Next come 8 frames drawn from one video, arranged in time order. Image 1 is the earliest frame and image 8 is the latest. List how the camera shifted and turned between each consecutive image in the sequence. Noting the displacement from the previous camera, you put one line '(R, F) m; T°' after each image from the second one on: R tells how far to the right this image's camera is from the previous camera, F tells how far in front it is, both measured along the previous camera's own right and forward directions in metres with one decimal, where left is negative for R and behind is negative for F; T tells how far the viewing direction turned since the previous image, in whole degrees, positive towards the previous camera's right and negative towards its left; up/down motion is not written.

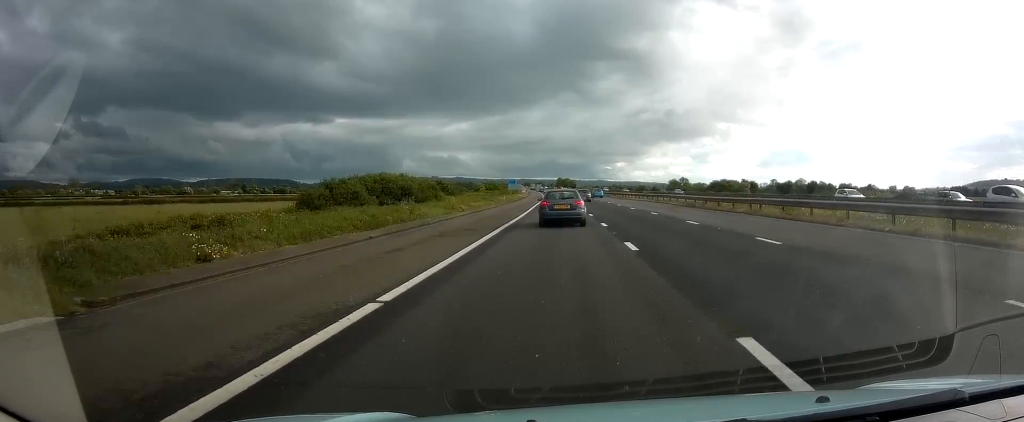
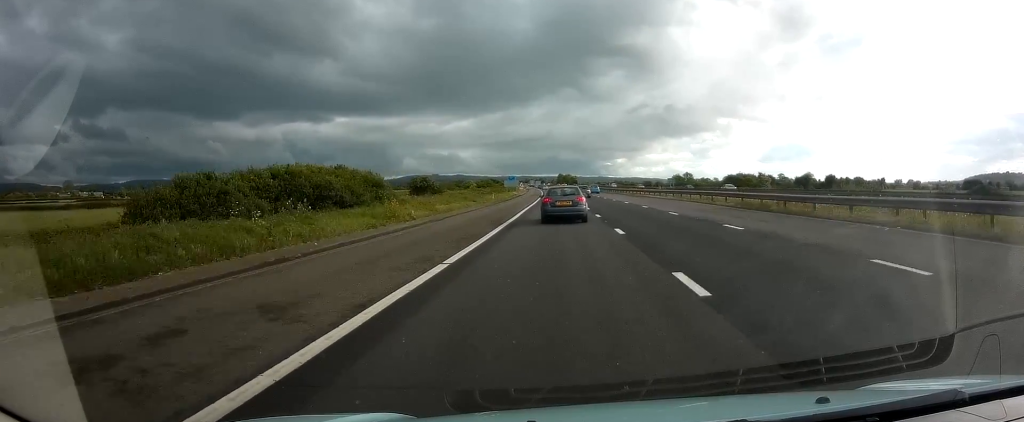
(+0.1, +14.2) m; 0°
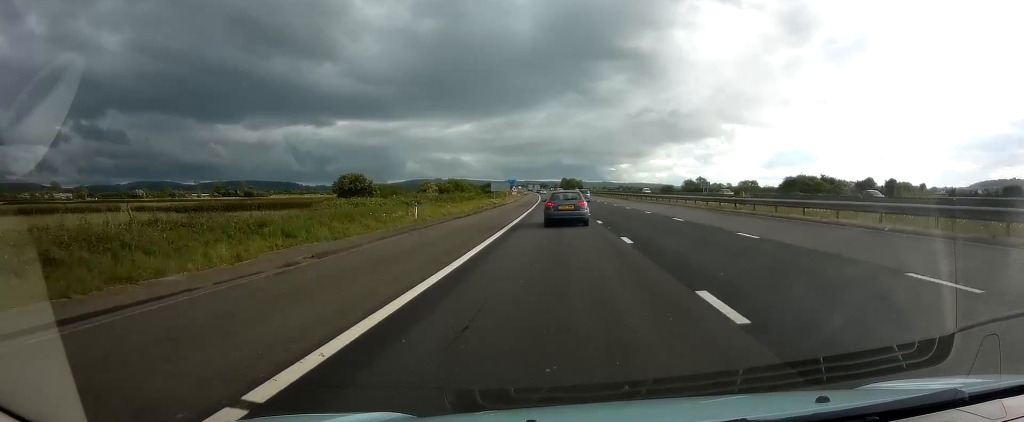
(-0.2, +36.7) m; -1°
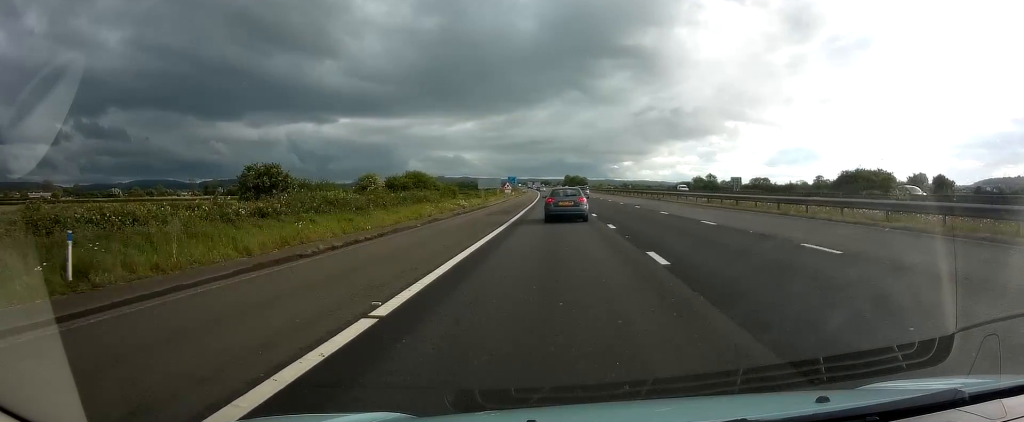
(0.0, +22.6) m; 0°
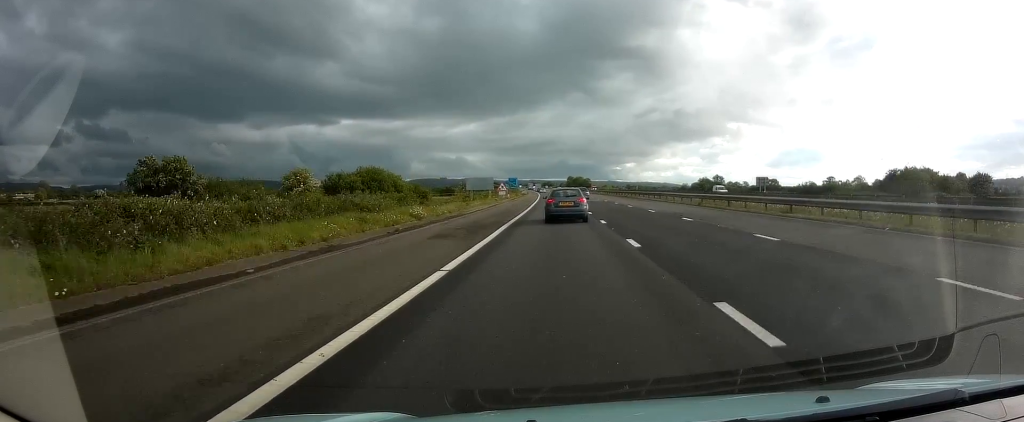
(-0.1, +14.1) m; 0°
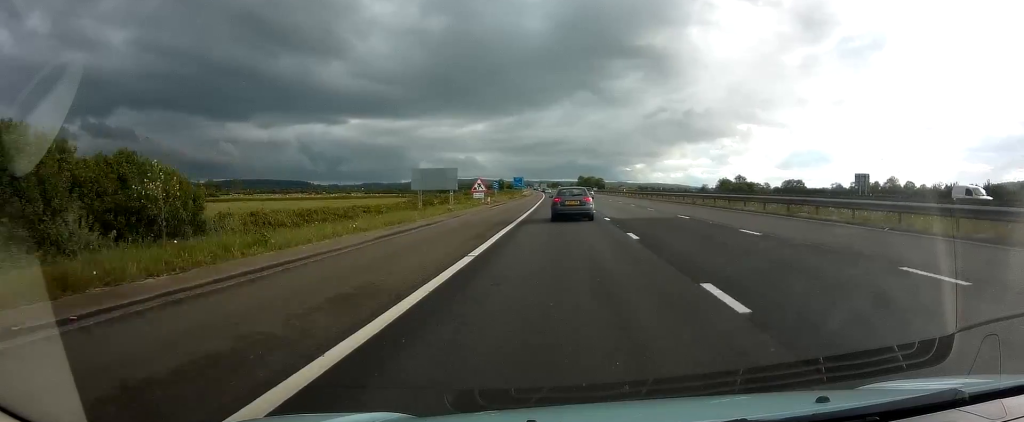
(-0.2, +33.8) m; -1°
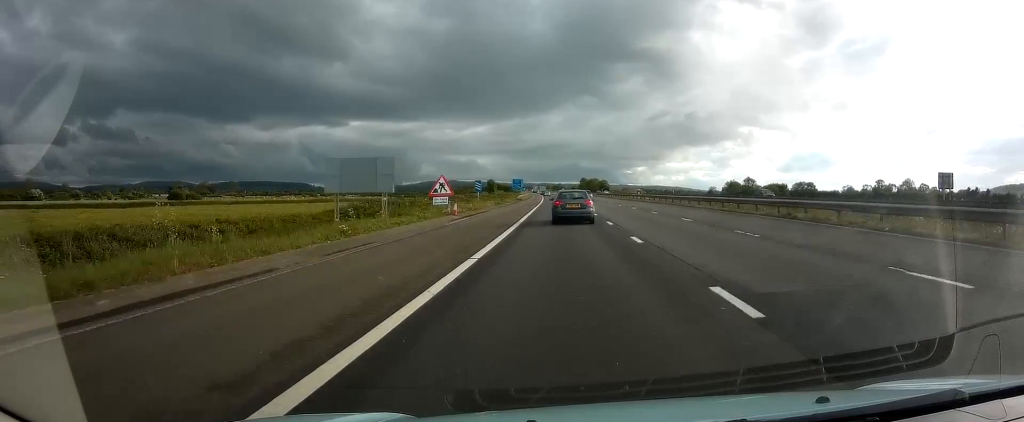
(-0.1, +17.9) m; 0°
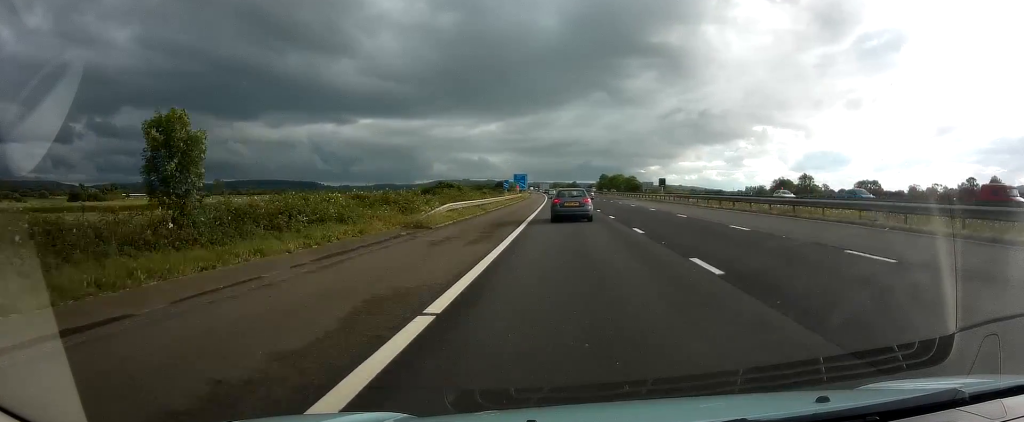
(-1.0, +77.0) m; -1°
